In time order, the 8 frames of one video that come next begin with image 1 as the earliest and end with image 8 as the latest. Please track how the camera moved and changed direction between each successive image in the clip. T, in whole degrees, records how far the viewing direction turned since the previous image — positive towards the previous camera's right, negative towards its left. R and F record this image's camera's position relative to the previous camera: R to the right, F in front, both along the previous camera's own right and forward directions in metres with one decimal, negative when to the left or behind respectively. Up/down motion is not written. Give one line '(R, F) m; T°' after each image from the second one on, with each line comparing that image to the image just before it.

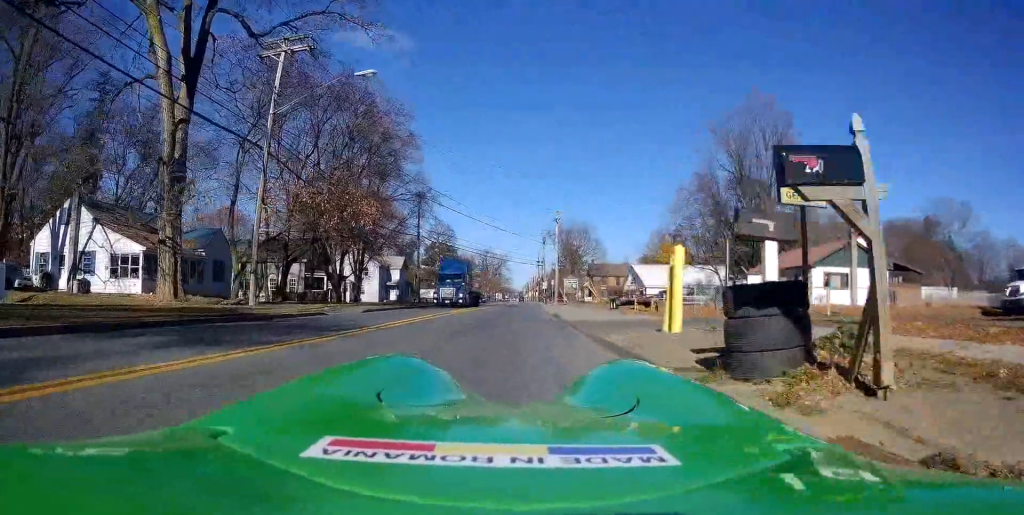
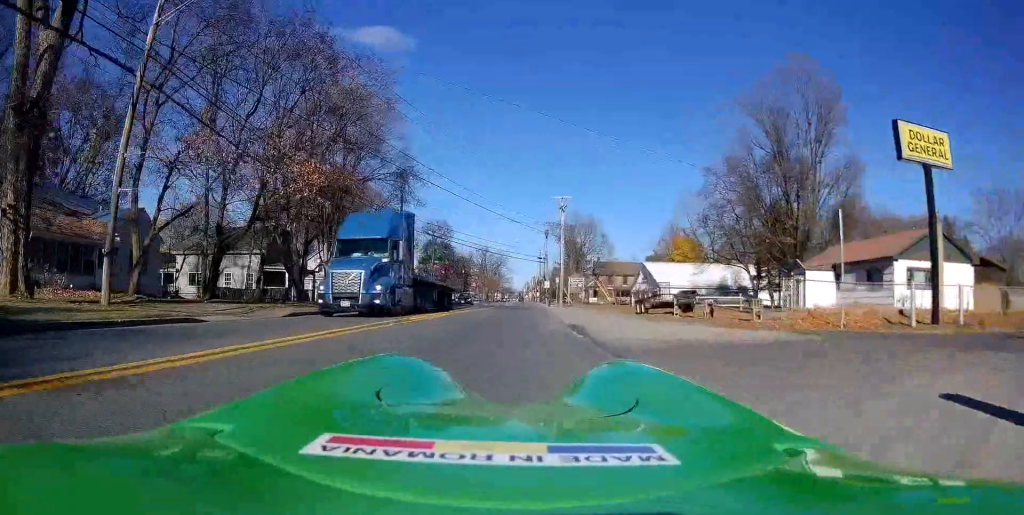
(0.0, +9.0) m; 0°
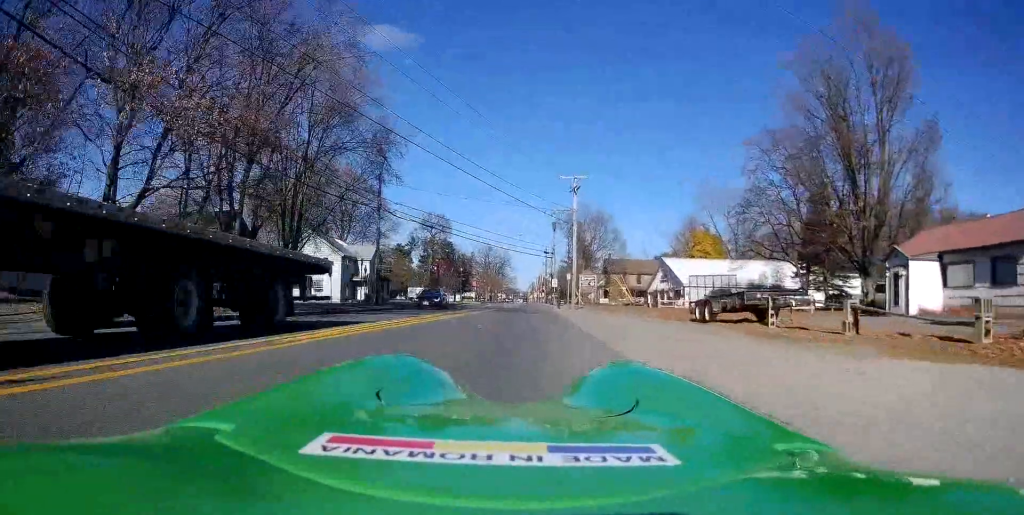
(0.0, +9.7) m; 0°
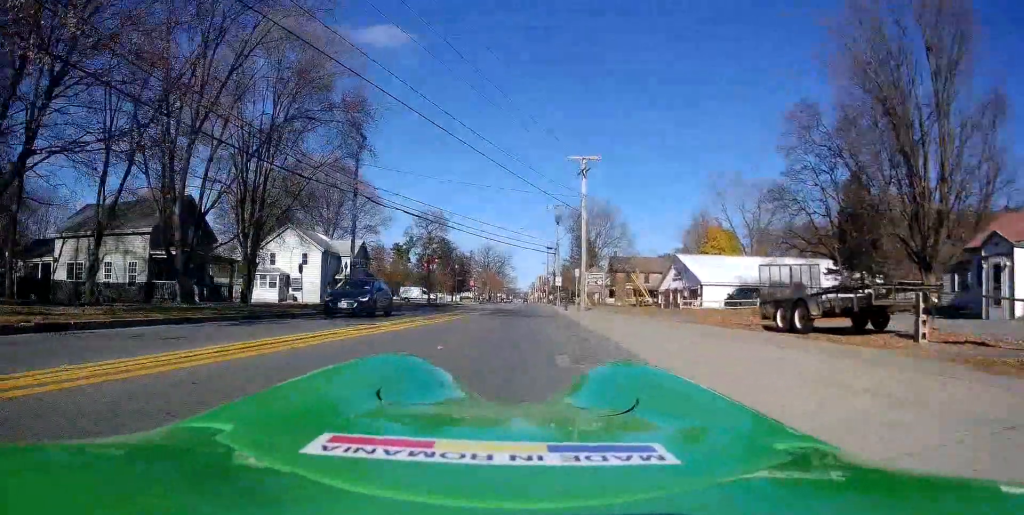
(0.0, +6.3) m; 0°
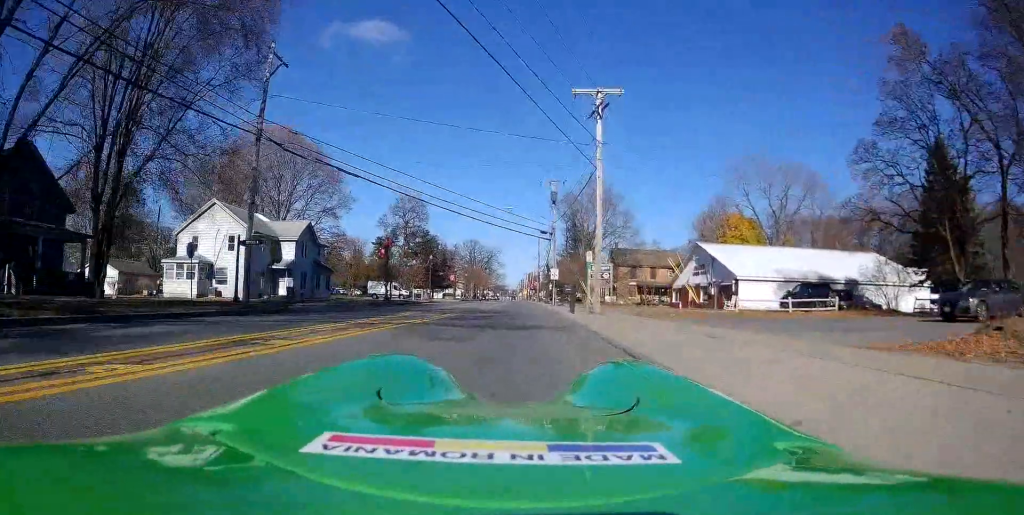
(0.0, +13.0) m; +2°
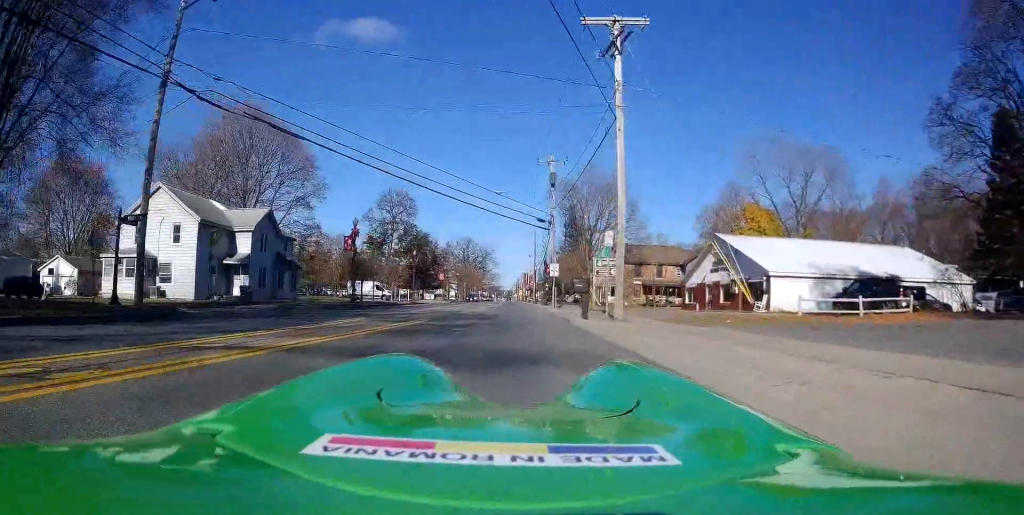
(+0.2, +7.2) m; +1°
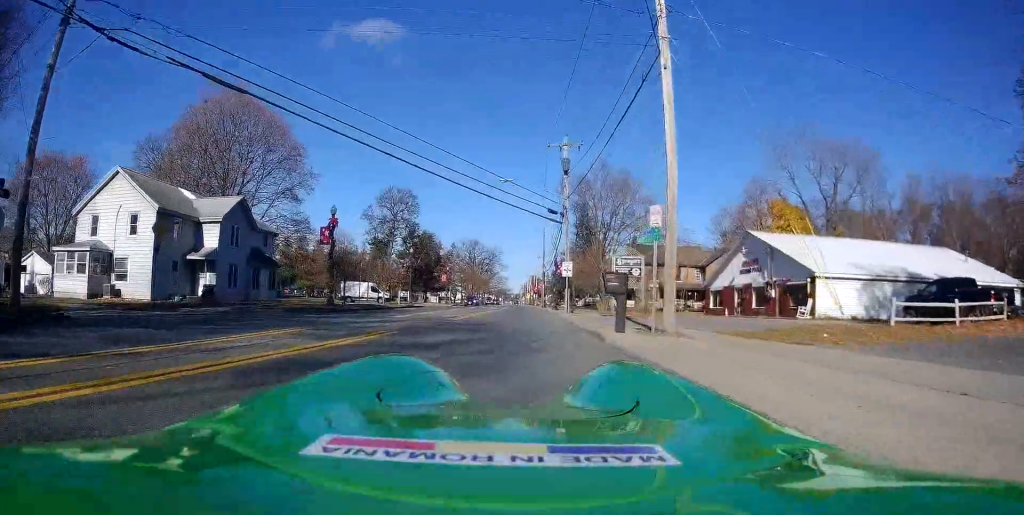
(+0.1, +5.9) m; -1°
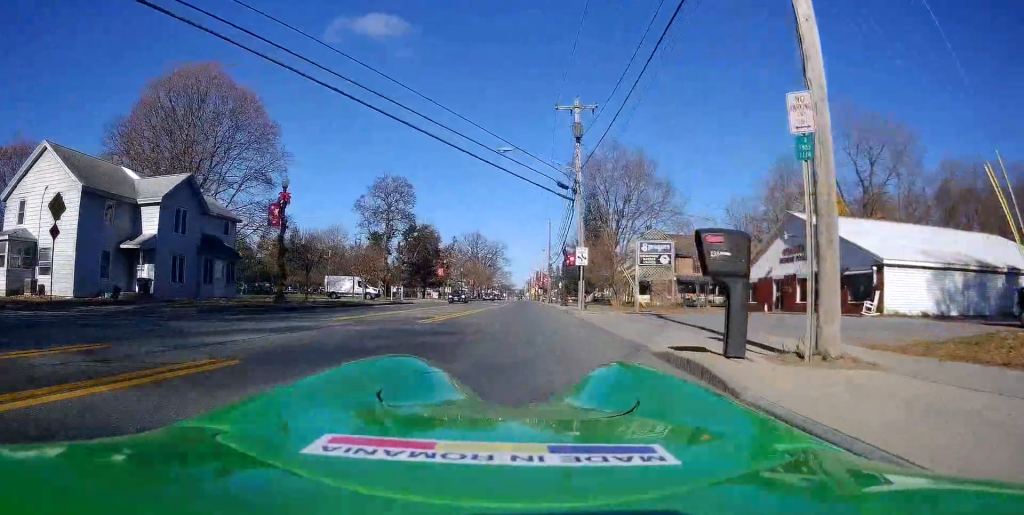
(-0.2, +6.9) m; -2°
